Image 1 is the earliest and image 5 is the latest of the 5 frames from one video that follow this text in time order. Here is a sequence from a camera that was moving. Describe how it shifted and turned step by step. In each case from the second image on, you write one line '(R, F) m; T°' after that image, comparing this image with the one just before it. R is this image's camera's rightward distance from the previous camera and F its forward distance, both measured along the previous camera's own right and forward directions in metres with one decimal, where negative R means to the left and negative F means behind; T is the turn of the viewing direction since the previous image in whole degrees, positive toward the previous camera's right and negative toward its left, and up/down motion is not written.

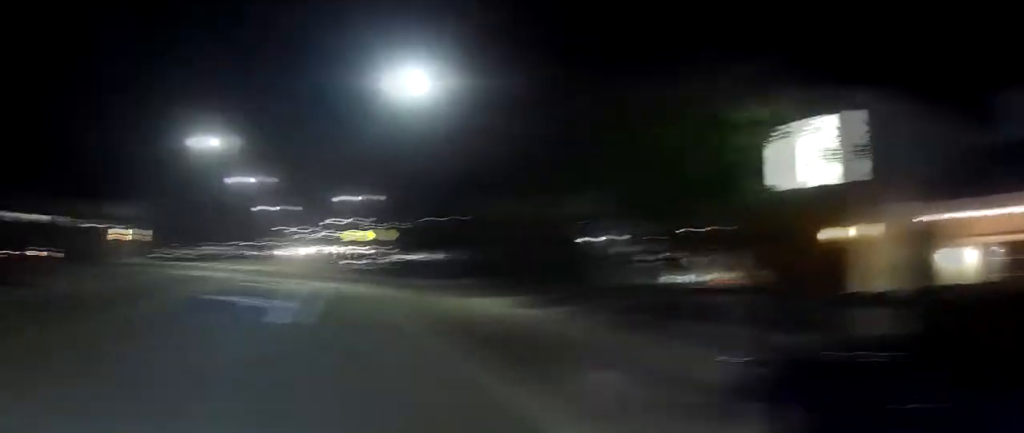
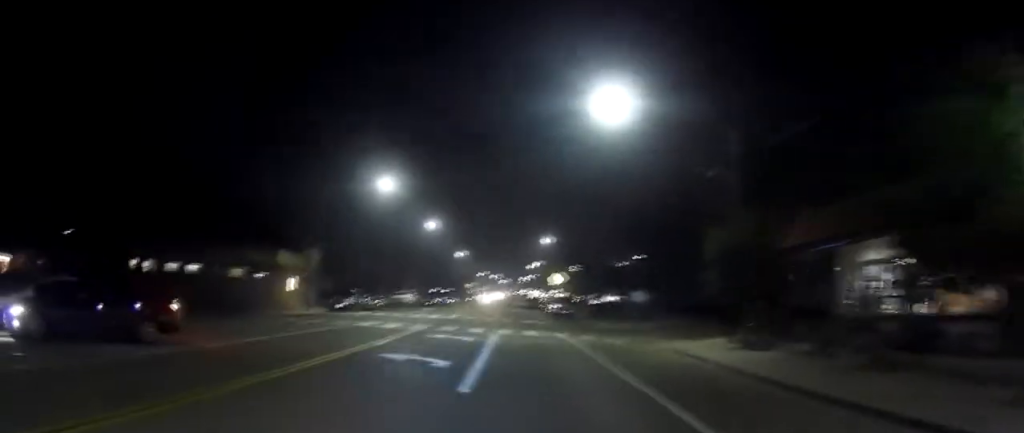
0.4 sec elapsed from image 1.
(-0.1, +3.5) m; -1°
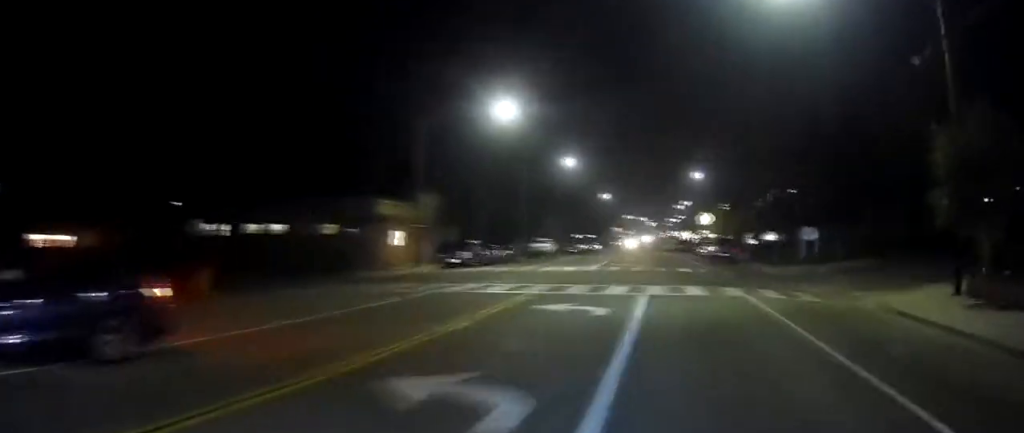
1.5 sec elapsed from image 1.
(-0.2, +9.4) m; +1°
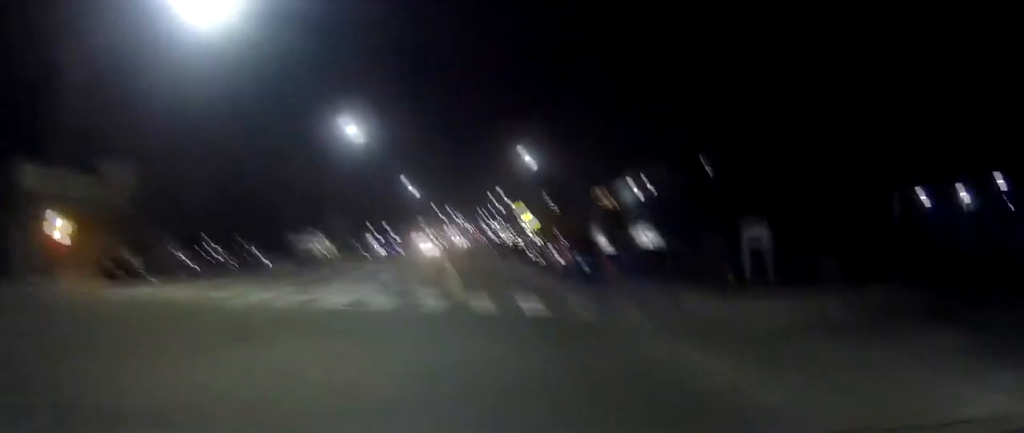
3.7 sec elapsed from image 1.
(+0.6, +19.9) m; 0°
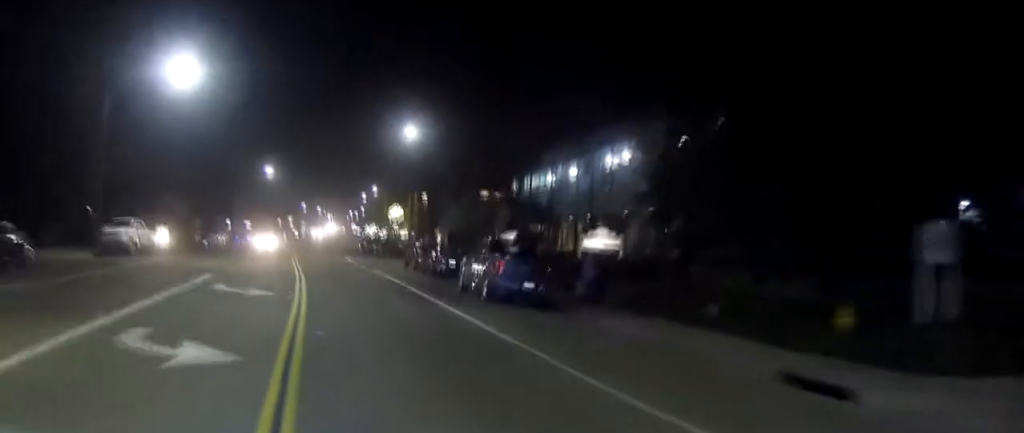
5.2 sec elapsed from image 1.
(0.0, +15.2) m; 0°
